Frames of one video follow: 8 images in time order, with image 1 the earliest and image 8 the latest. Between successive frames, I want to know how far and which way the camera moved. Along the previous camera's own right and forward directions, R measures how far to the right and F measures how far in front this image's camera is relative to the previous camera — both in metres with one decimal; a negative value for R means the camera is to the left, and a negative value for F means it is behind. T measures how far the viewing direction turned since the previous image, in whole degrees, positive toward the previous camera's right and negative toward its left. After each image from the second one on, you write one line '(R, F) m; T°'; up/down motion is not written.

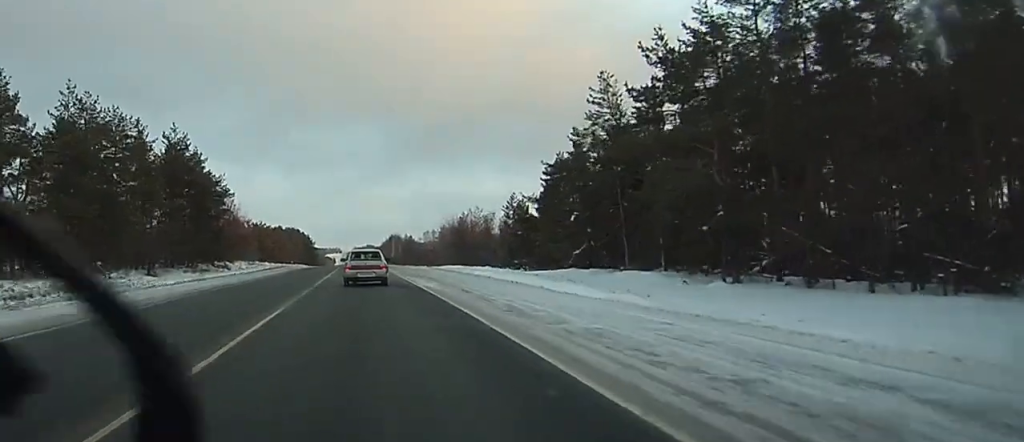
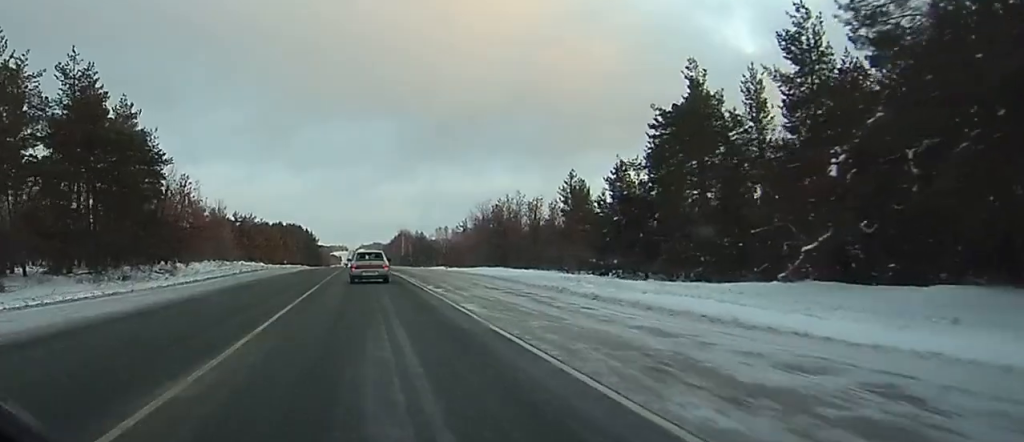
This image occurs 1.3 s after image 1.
(-0.2, +35.1) m; -1°
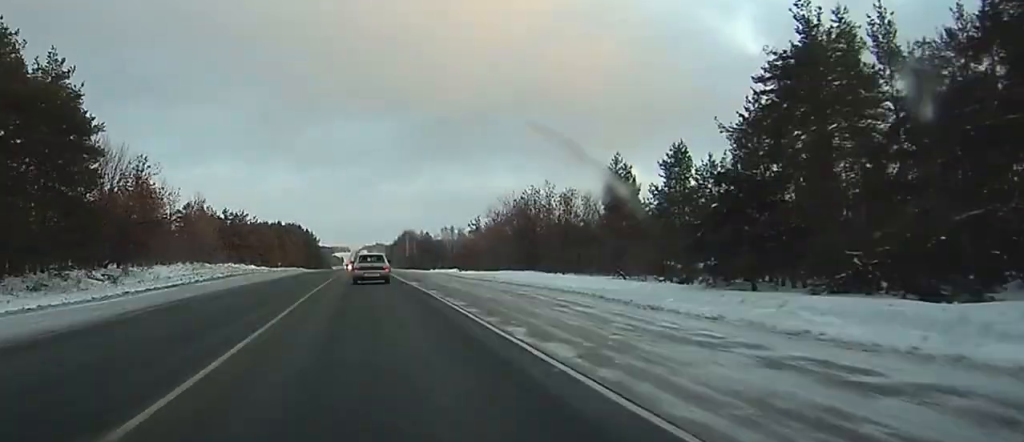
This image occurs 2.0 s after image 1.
(-0.1, +17.5) m; 0°
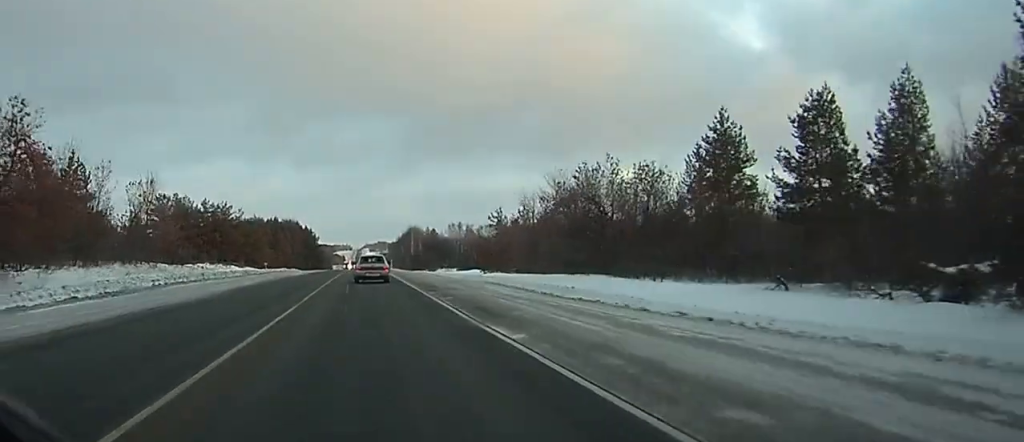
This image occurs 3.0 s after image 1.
(-0.1, +25.4) m; 0°
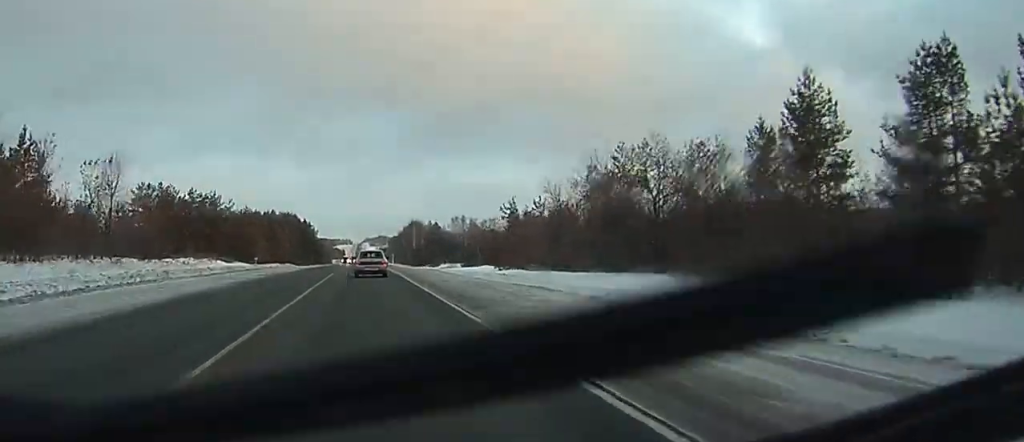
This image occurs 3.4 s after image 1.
(0.0, +12.3) m; 0°
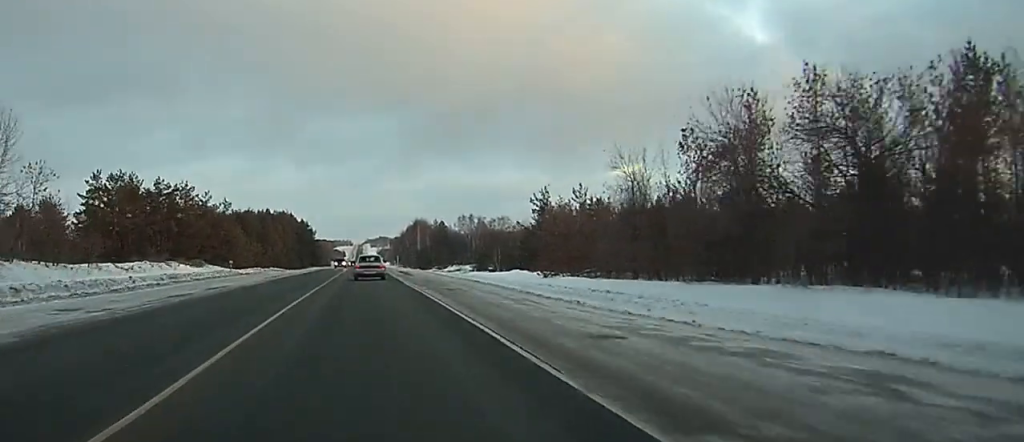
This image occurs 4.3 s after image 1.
(0.0, +23.8) m; 0°
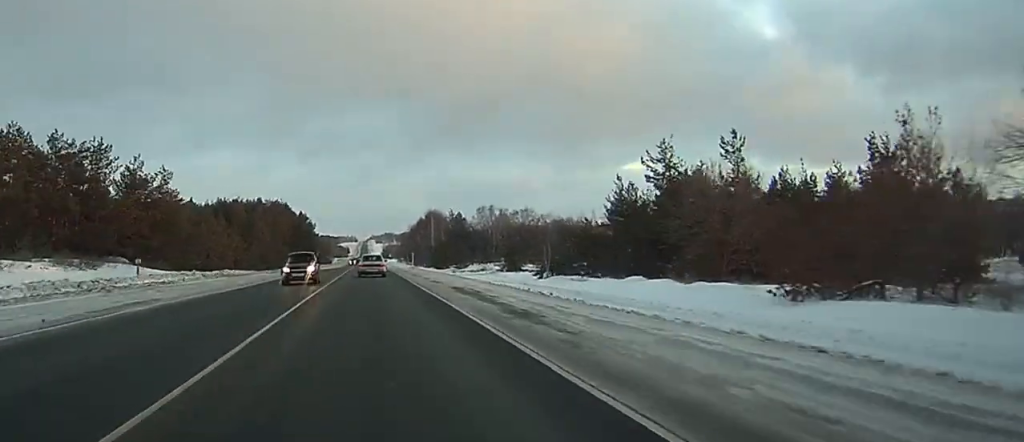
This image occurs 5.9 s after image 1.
(-0.1, +42.8) m; 0°
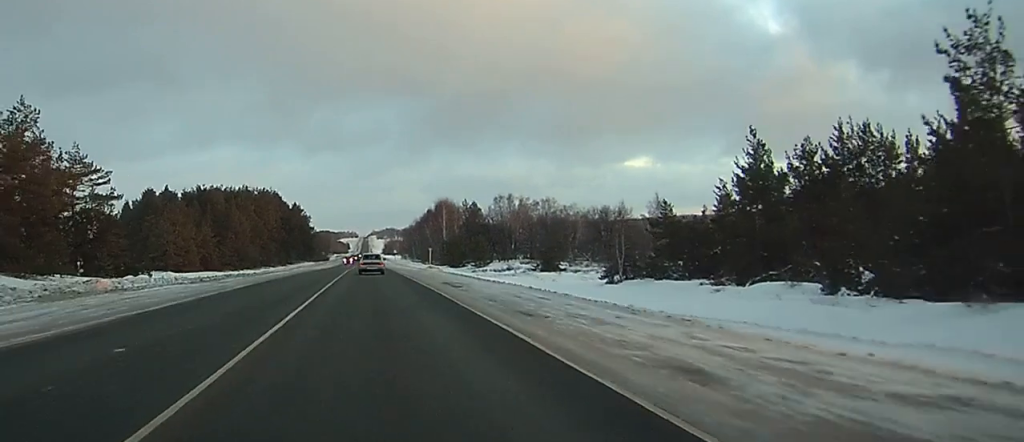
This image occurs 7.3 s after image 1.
(0.0, +37.1) m; 0°
